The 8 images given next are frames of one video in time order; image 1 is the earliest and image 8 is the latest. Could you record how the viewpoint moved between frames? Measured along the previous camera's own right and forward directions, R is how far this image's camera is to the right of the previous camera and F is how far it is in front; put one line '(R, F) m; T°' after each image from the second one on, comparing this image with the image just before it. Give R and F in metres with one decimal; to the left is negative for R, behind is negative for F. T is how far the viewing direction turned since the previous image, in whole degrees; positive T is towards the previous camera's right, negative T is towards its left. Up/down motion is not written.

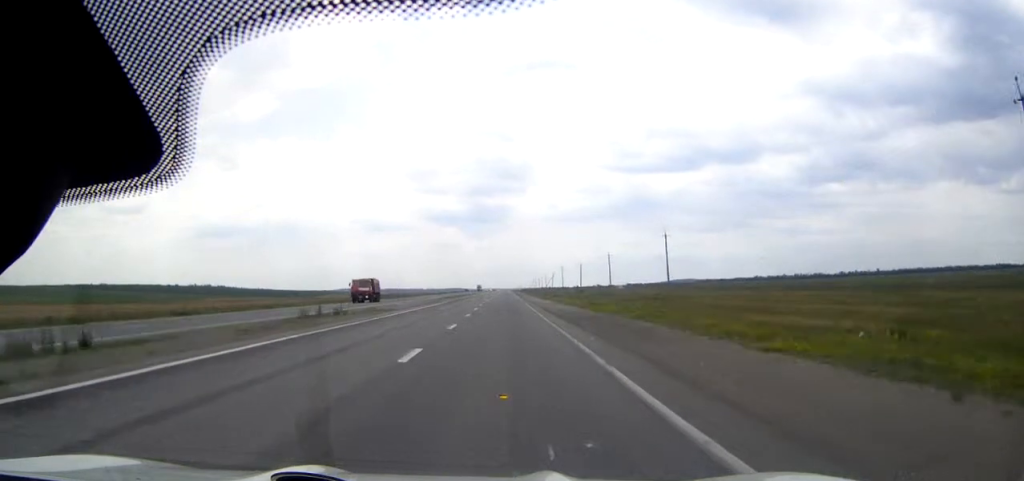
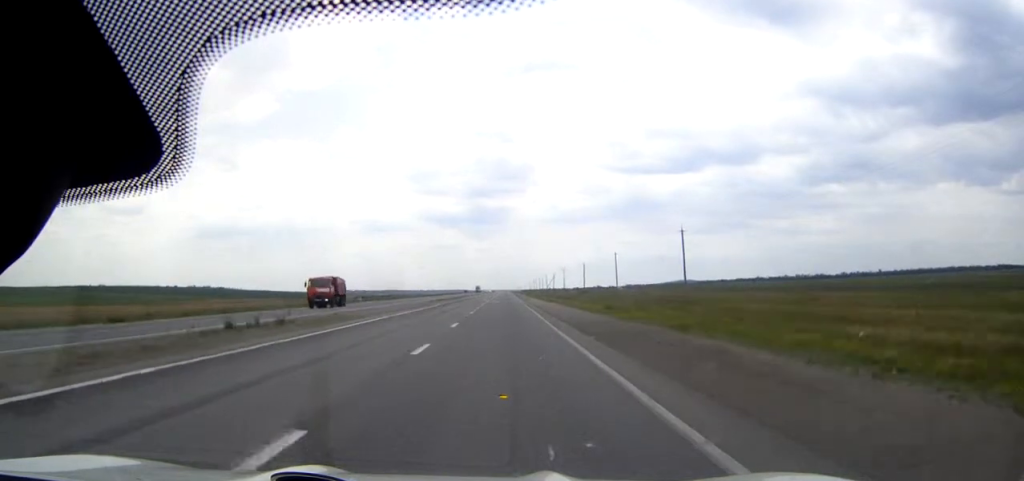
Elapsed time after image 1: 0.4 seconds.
(0.0, +9.8) m; 0°
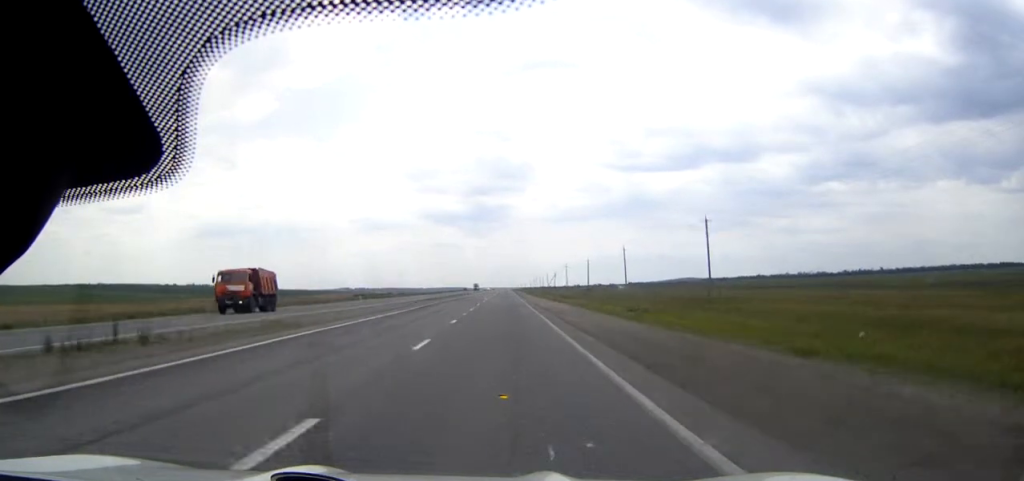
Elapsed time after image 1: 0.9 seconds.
(0.0, +11.3) m; 0°
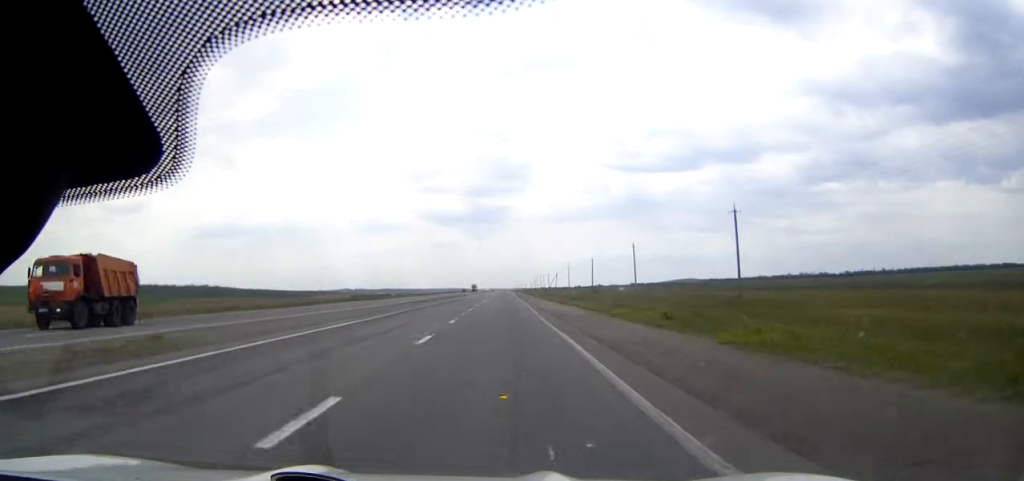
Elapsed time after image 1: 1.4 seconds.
(0.0, +10.5) m; 0°
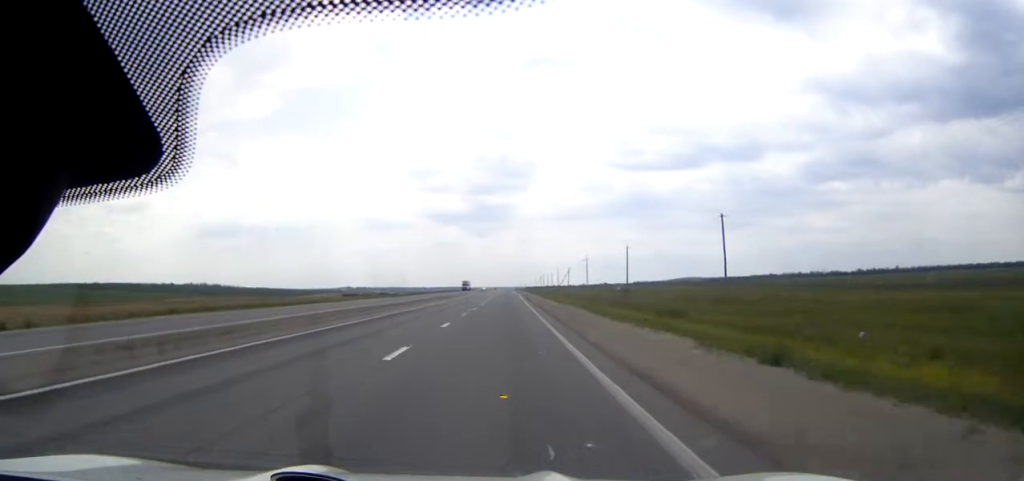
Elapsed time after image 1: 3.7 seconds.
(0.0, +51.9) m; 0°
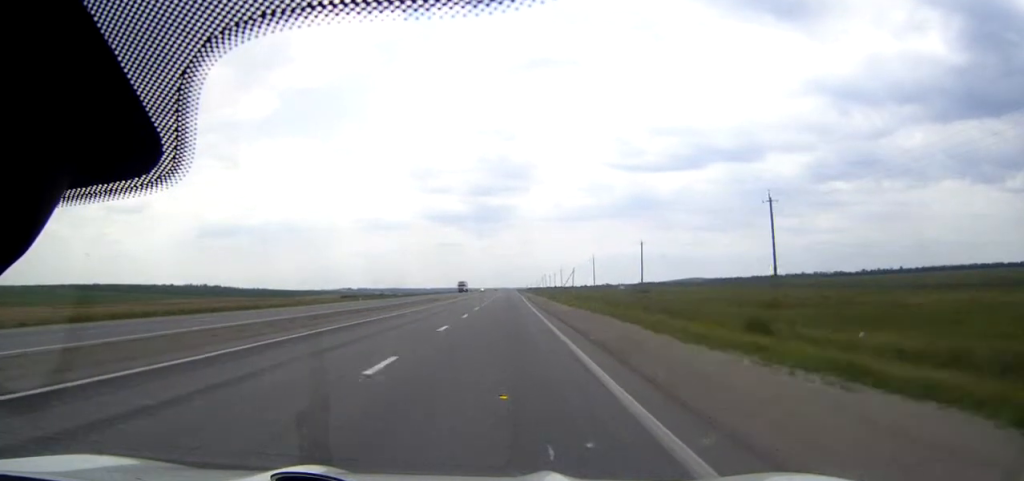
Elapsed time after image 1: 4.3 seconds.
(0.0, +14.3) m; 0°
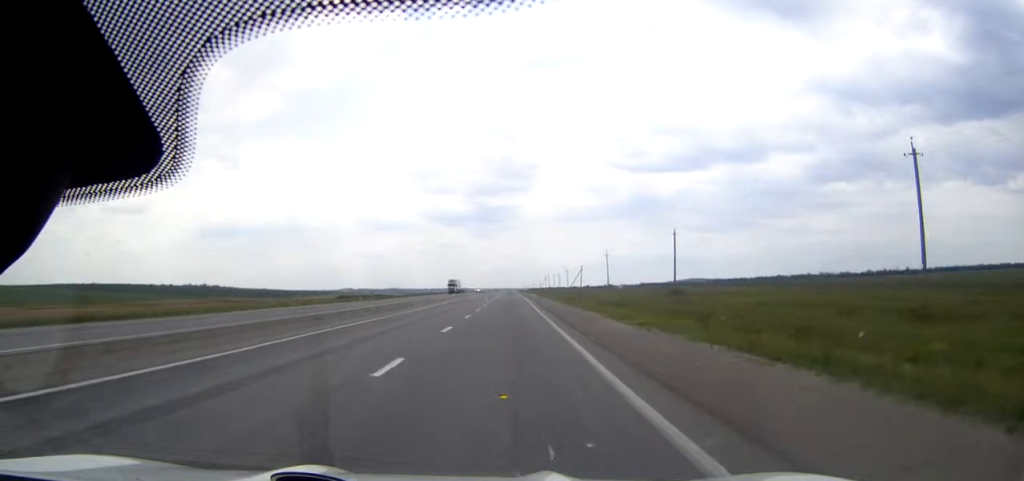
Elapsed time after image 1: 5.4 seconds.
(0.0, +24.0) m; 0°
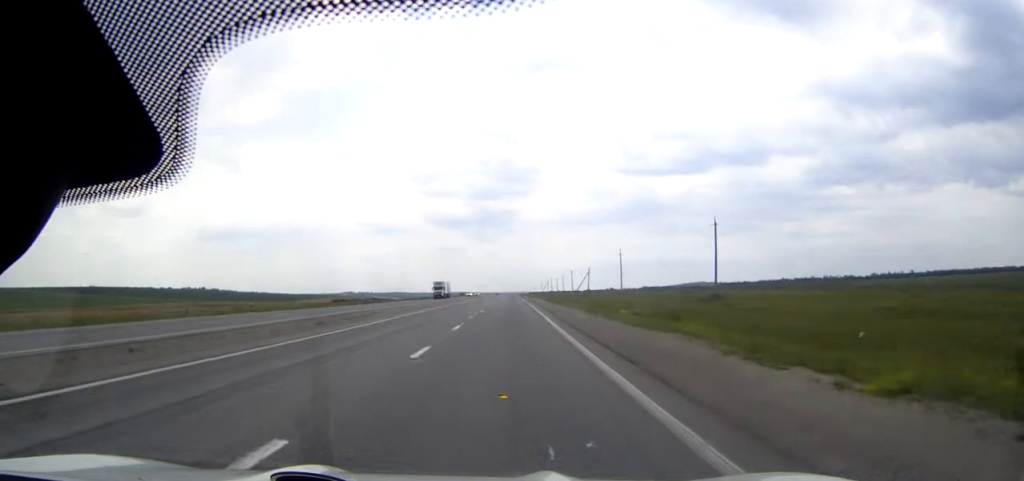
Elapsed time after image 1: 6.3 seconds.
(0.0, +20.3) m; 0°
